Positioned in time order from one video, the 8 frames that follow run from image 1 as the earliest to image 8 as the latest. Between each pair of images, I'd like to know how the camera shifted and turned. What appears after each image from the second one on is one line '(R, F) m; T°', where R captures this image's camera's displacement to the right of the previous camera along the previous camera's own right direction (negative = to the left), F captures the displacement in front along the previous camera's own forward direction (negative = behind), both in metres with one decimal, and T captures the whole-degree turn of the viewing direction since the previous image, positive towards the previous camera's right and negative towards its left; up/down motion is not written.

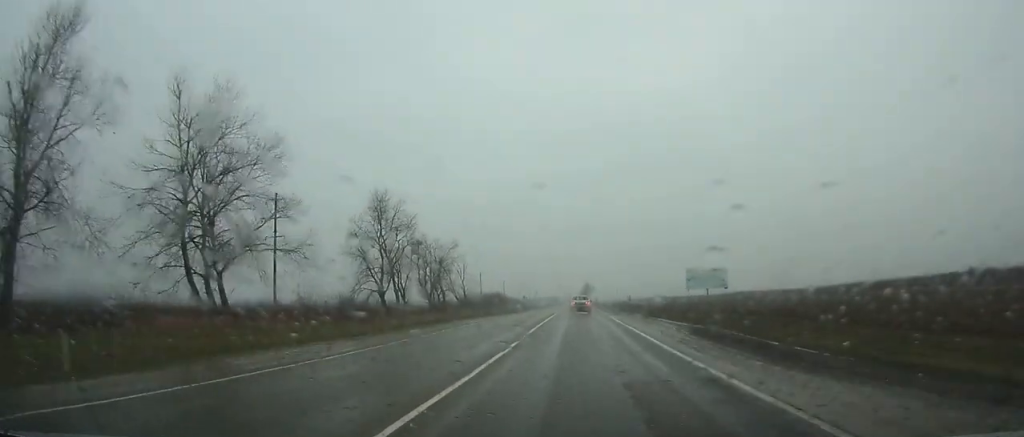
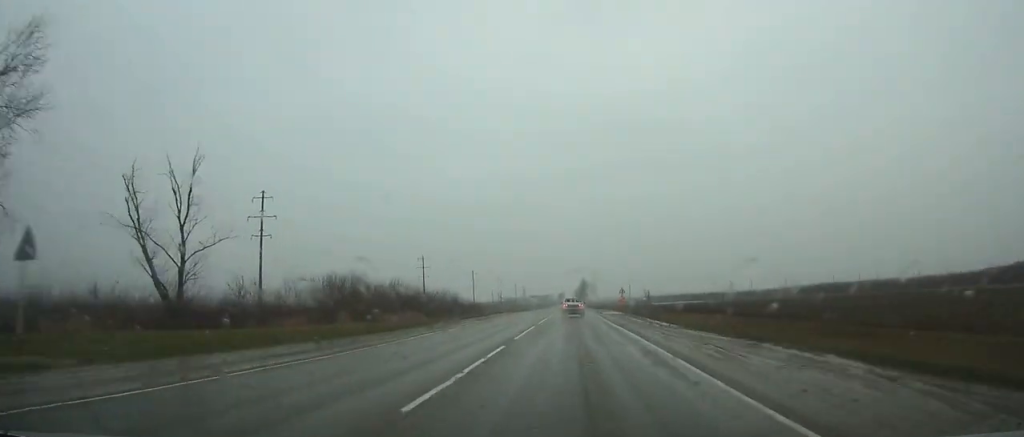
(+0.1, +106.4) m; 0°
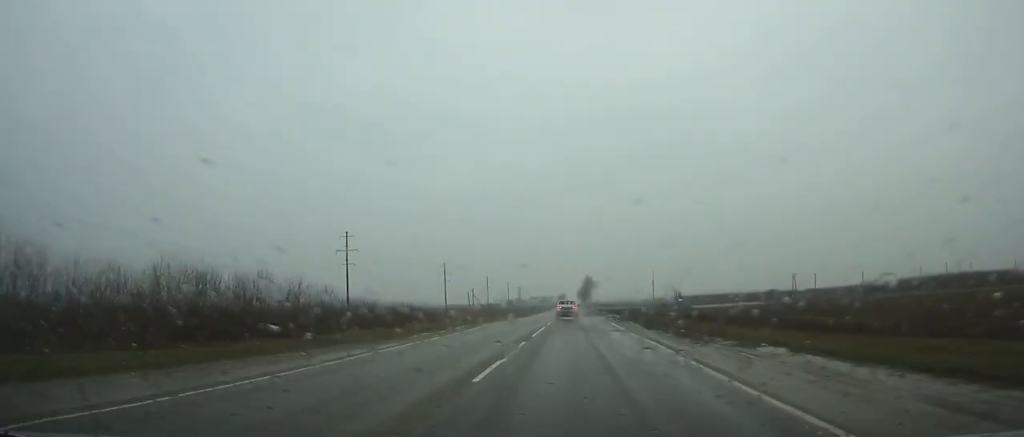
(-0.4, +67.8) m; 0°
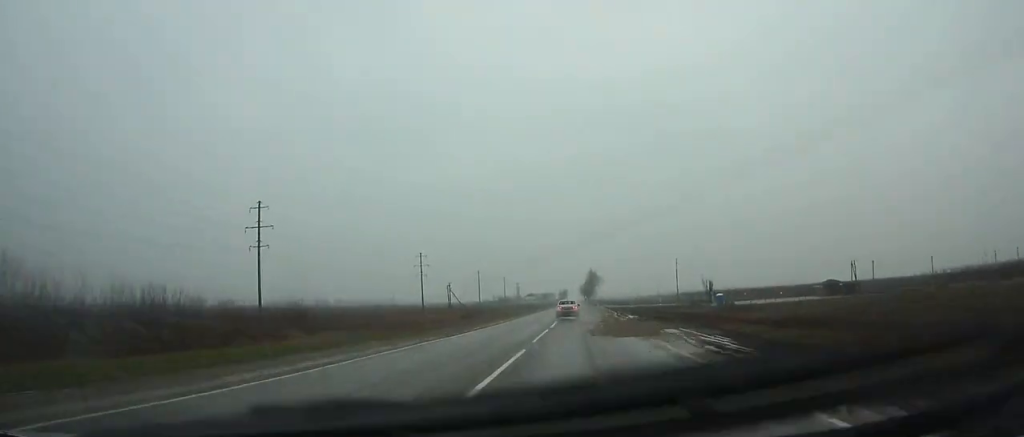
(0.0, +39.1) m; 0°
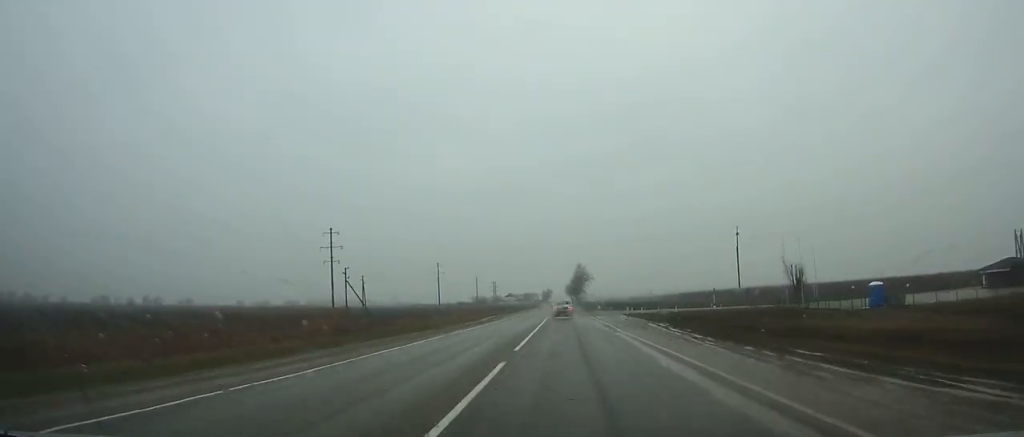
(+0.1, +63.3) m; 0°
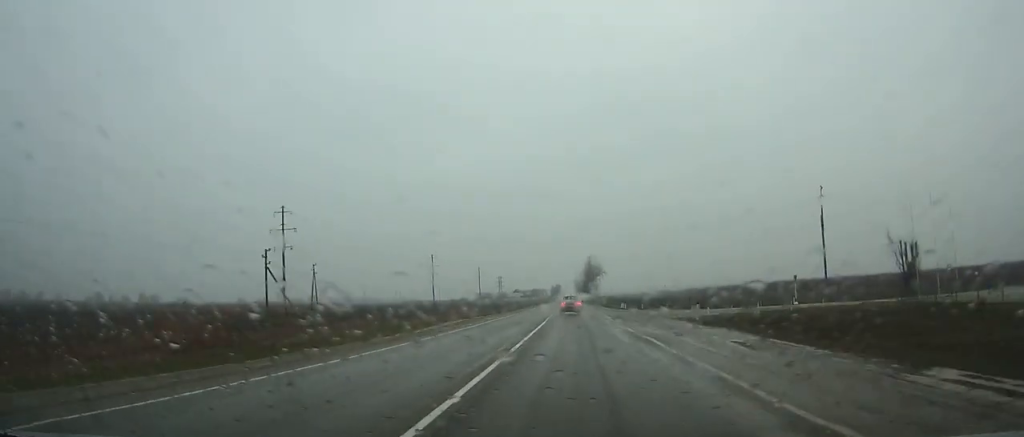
(0.0, +26.6) m; 0°
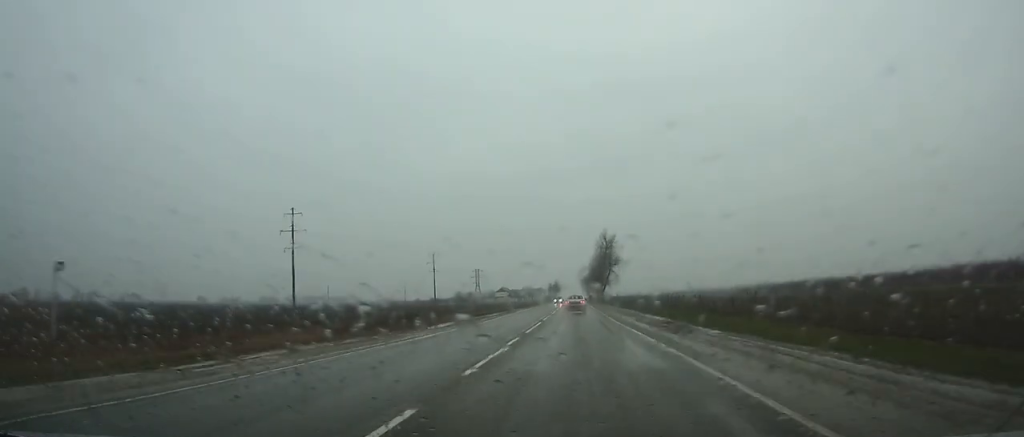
(0.0, +109.3) m; 0°
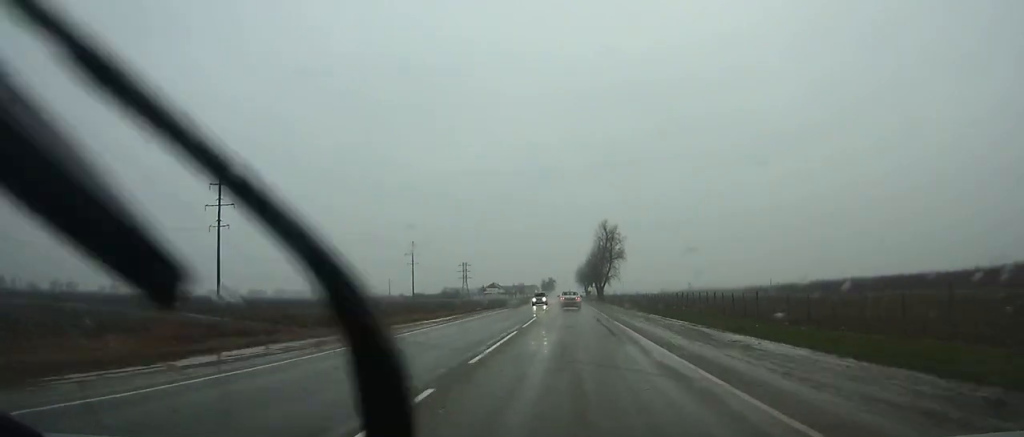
(0.0, +22.5) m; 0°
